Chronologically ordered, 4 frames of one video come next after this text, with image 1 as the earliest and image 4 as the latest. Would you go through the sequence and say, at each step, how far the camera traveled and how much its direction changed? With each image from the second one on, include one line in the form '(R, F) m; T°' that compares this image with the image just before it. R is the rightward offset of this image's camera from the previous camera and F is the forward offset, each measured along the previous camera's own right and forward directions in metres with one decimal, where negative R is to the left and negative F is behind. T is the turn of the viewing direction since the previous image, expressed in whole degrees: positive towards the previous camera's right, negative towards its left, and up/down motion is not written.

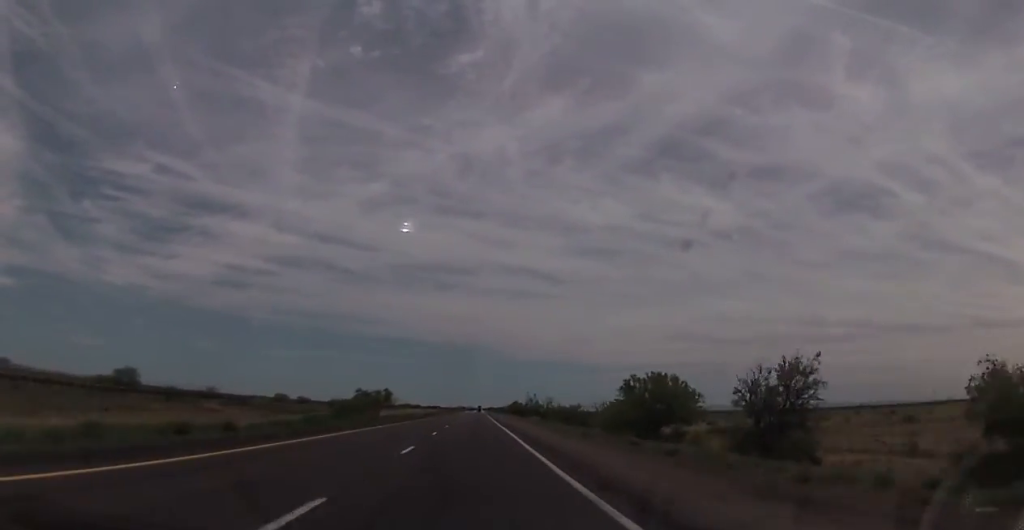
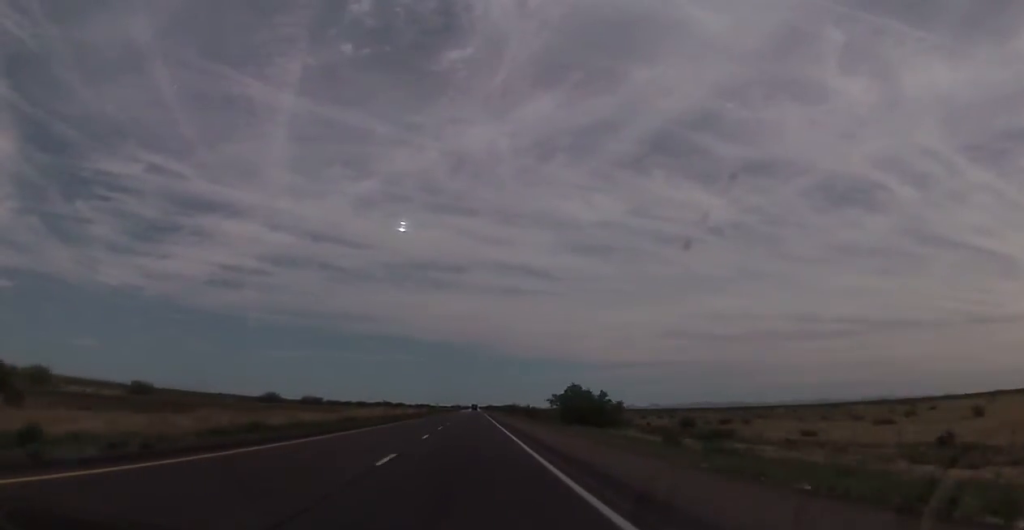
(+0.4, +112.8) m; 0°
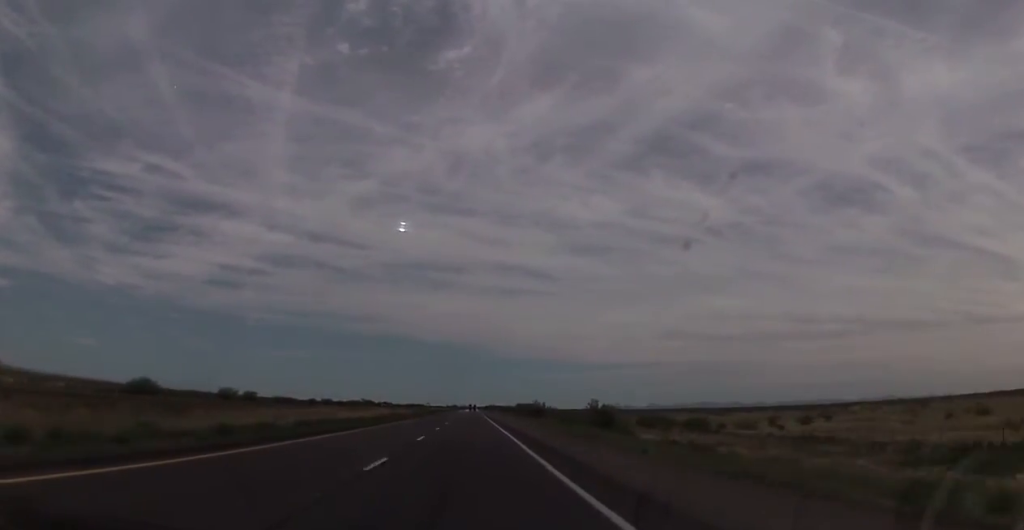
(-0.2, +74.1) m; 0°
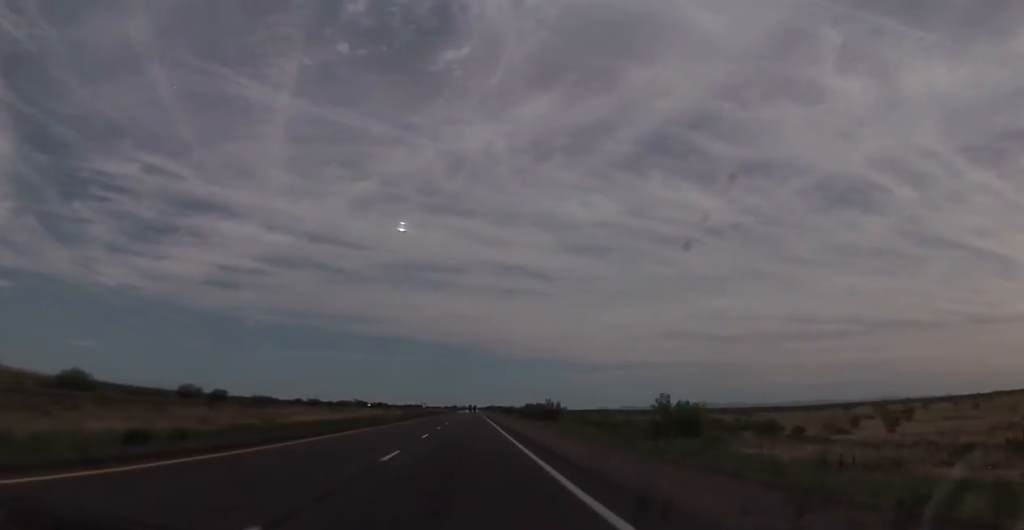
(0.0, +21.5) m; 0°
